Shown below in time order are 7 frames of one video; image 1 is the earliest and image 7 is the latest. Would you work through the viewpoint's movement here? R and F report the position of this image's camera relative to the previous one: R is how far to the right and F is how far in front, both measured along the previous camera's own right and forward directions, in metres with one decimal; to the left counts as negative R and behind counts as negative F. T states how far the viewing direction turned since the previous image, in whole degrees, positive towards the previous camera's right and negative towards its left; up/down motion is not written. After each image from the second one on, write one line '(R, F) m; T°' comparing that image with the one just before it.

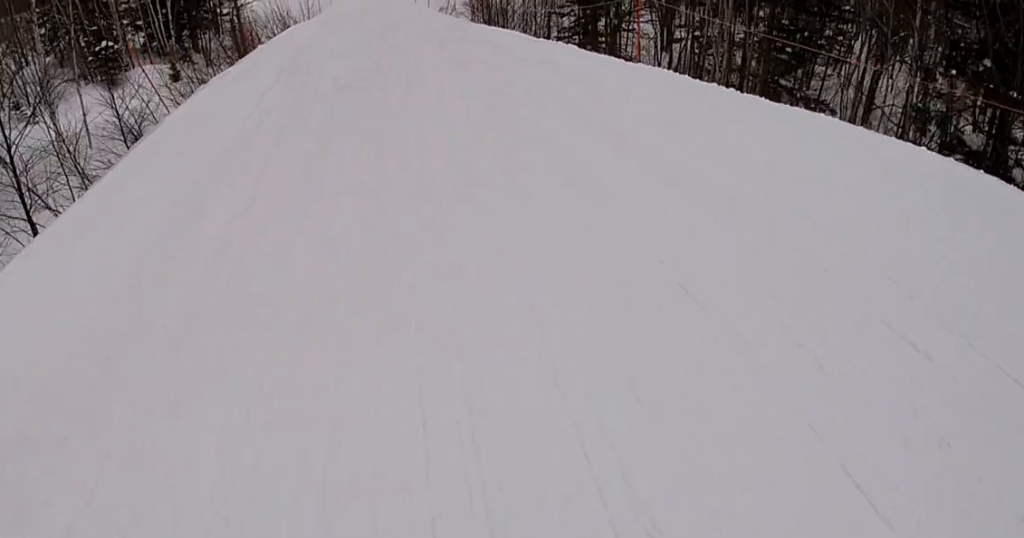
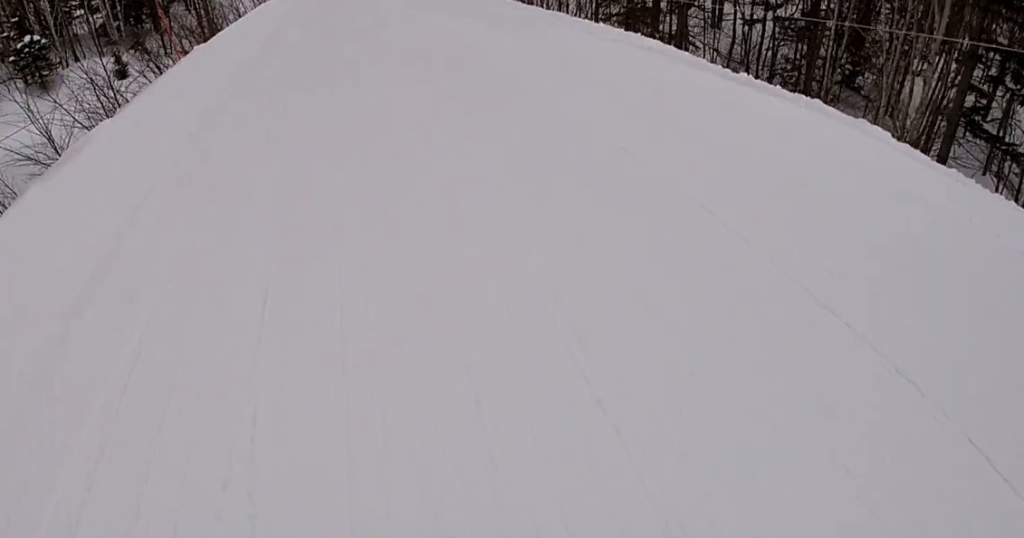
(+0.3, +8.2) m; +1°
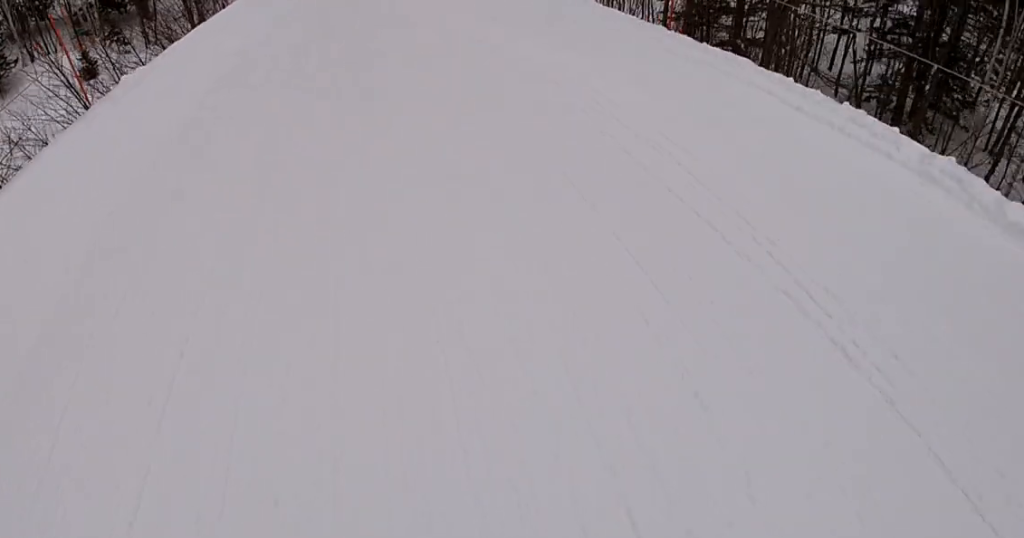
(+0.1, +5.5) m; 0°
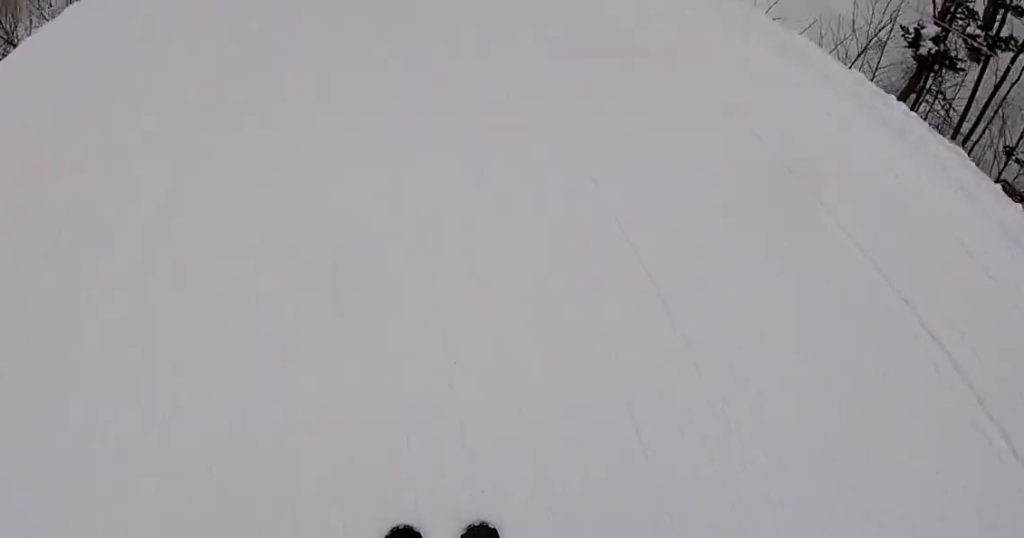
(-0.1, +17.2) m; 0°
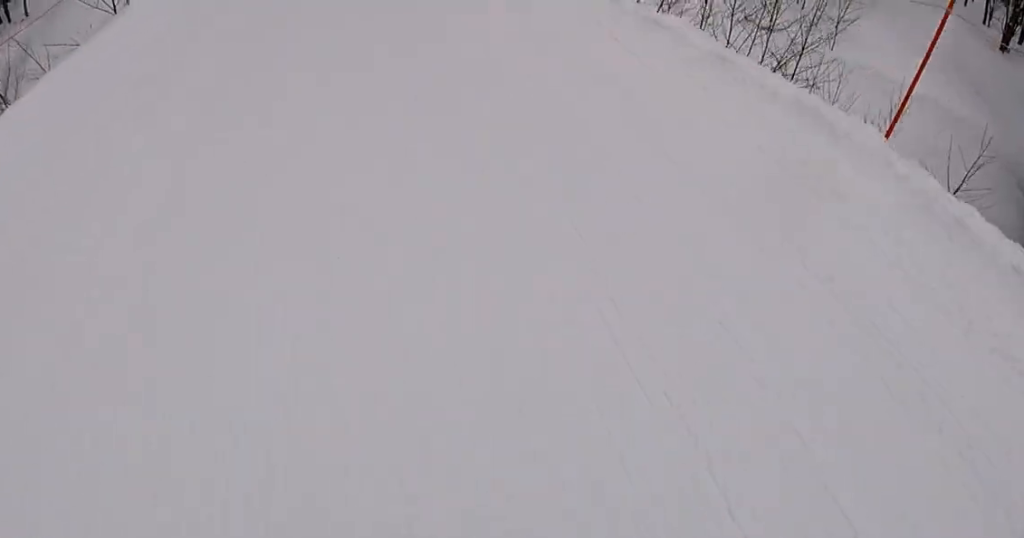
(0.0, +5.9) m; -1°
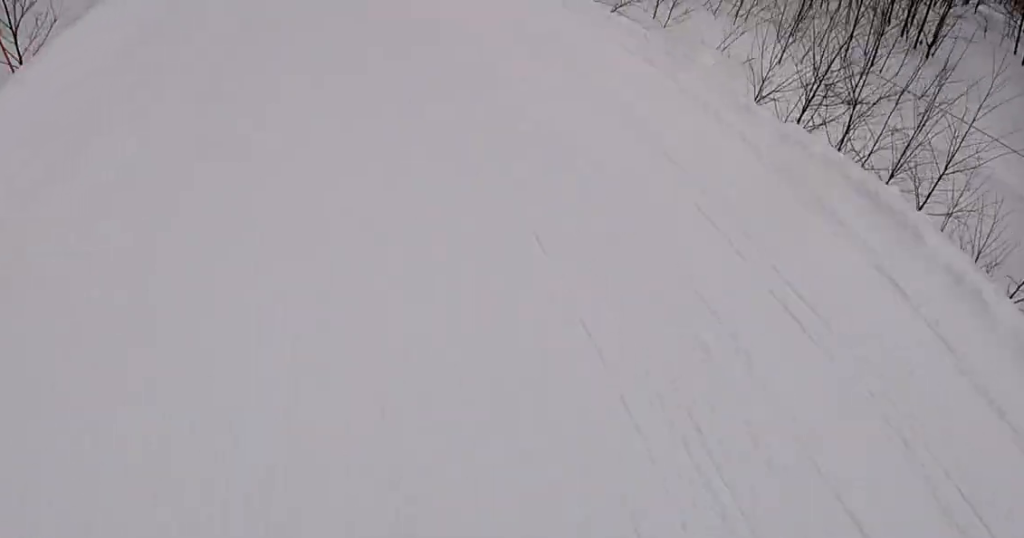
(-0.1, +4.6) m; -1°
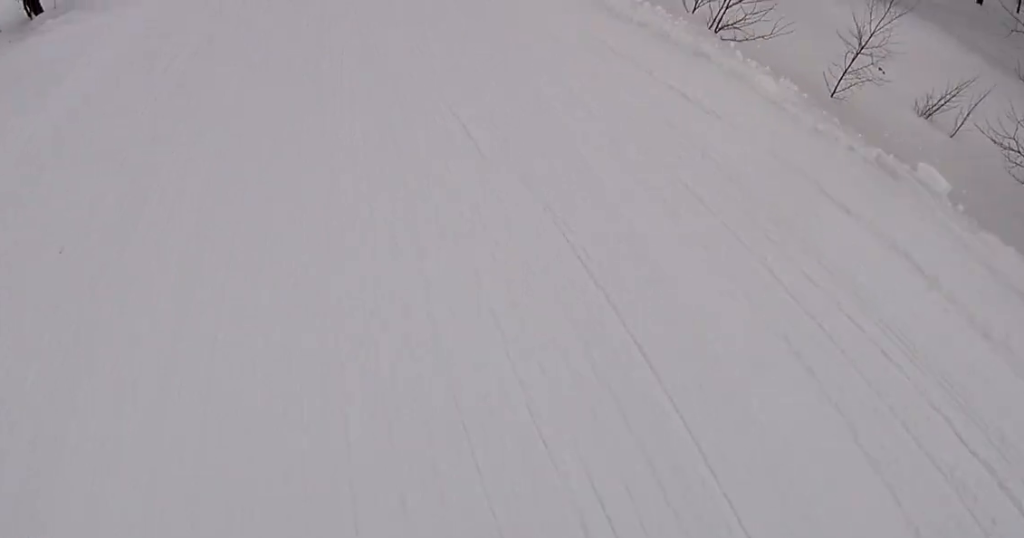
(-0.1, +16.7) m; -2°
